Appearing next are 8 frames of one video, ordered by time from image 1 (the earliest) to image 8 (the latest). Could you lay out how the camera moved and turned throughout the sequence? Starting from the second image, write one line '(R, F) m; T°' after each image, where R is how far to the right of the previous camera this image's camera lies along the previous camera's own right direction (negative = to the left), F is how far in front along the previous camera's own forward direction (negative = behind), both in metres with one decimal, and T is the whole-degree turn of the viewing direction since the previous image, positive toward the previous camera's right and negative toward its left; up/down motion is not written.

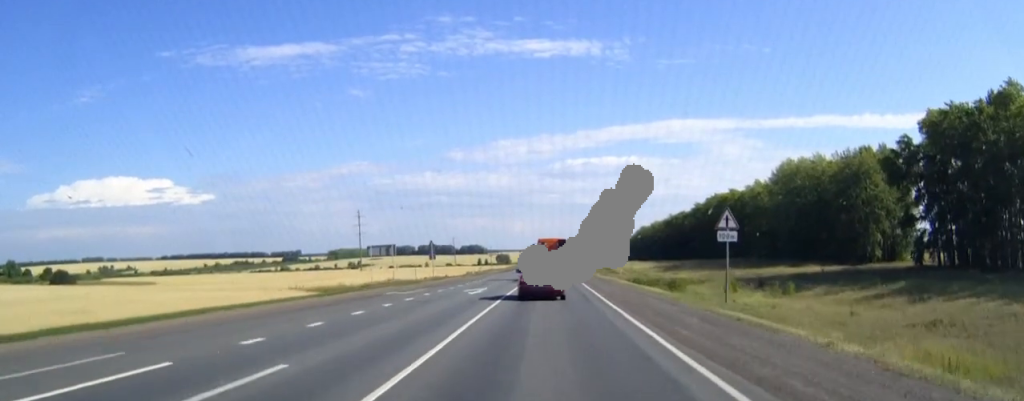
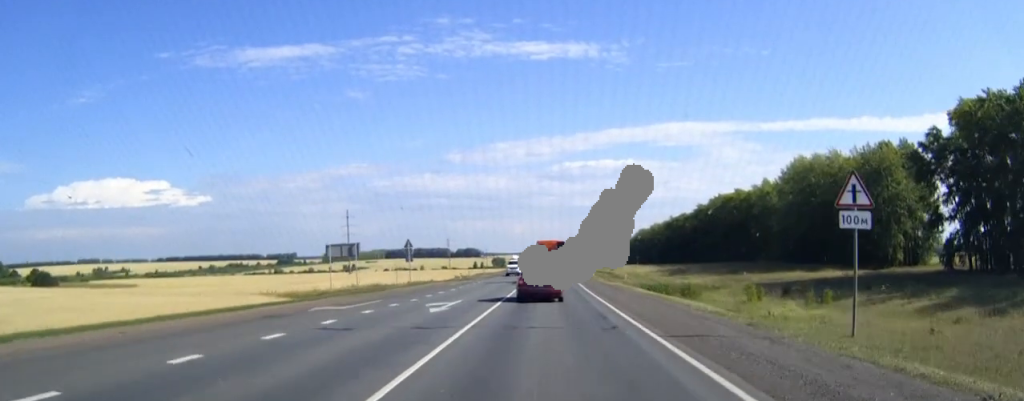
(0.0, +11.0) m; 0°
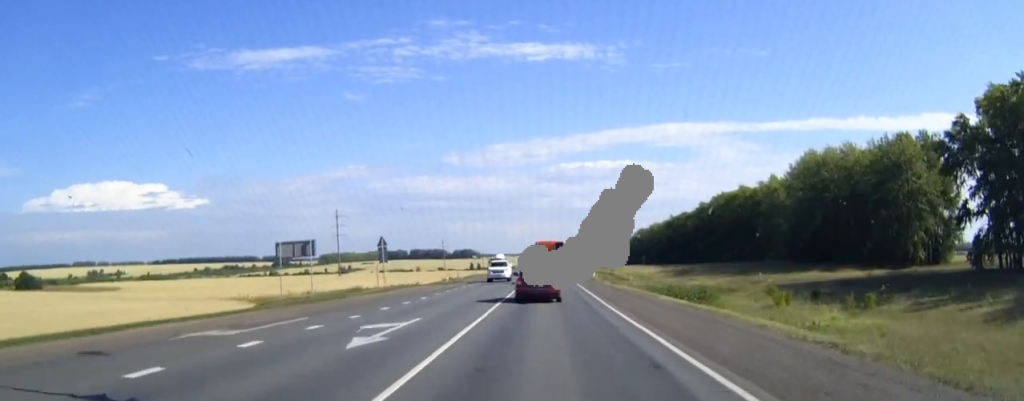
(0.0, +9.2) m; 0°
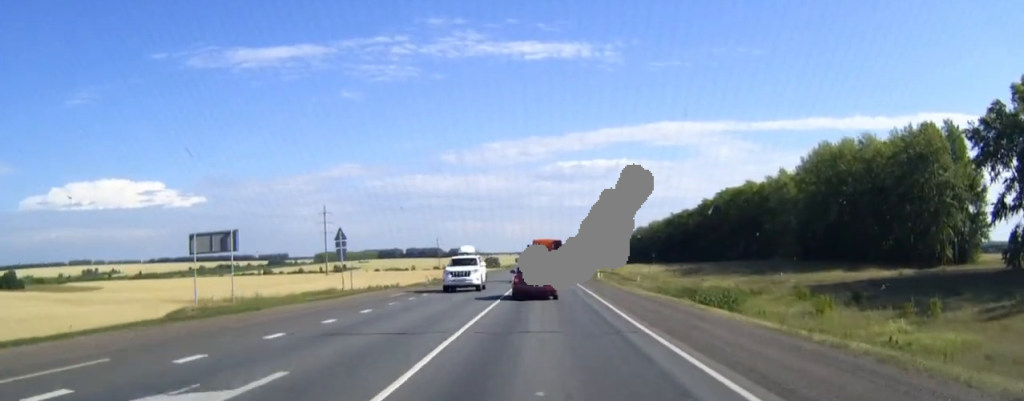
(0.0, +10.4) m; 0°
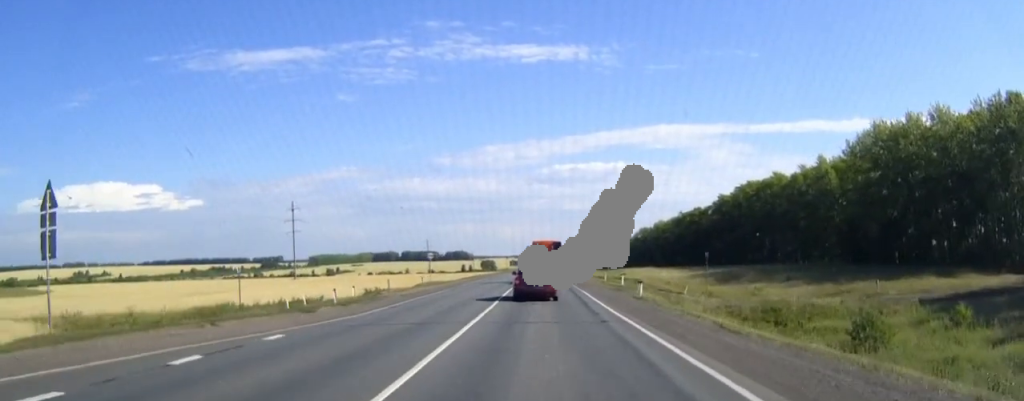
(+0.1, +27.8) m; 0°
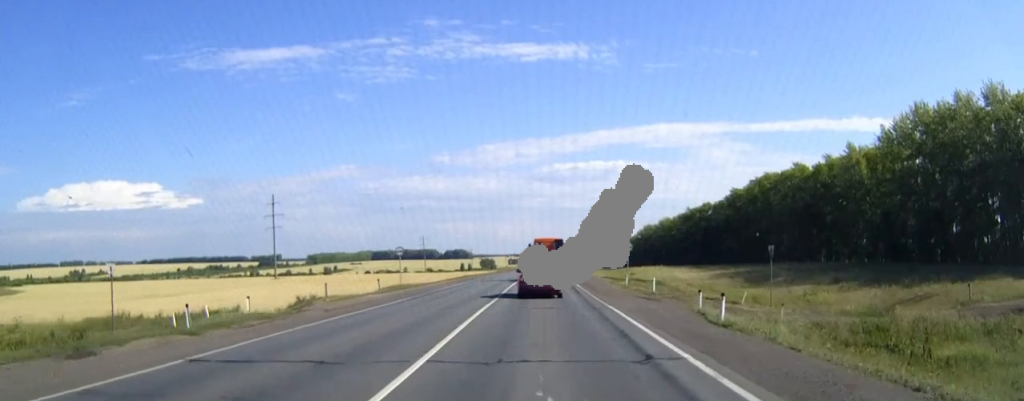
(0.0, +15.6) m; 0°
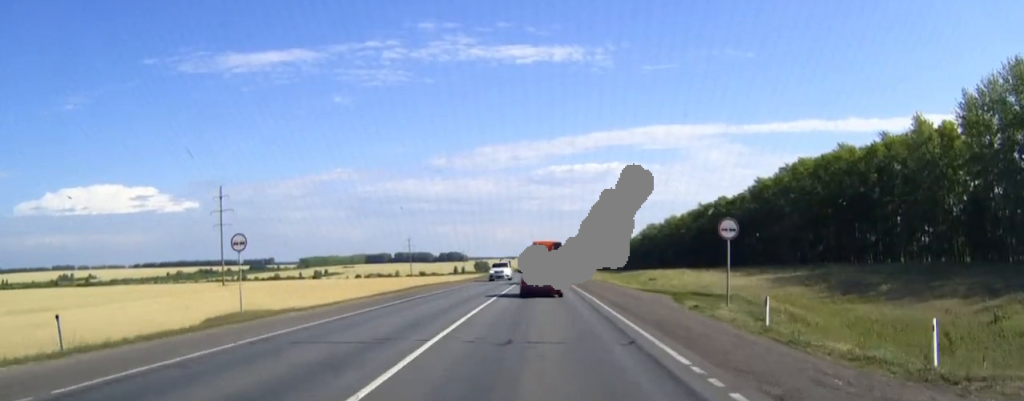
(+0.1, +30.3) m; 0°
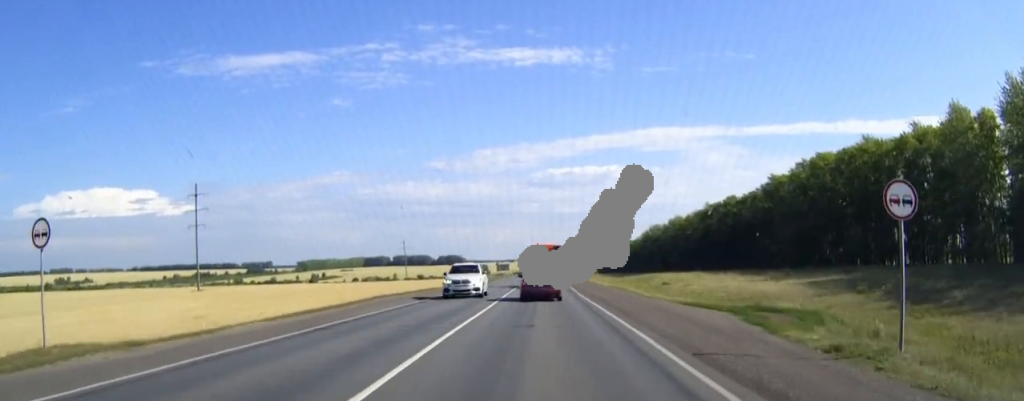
(0.0, +12.3) m; 0°
